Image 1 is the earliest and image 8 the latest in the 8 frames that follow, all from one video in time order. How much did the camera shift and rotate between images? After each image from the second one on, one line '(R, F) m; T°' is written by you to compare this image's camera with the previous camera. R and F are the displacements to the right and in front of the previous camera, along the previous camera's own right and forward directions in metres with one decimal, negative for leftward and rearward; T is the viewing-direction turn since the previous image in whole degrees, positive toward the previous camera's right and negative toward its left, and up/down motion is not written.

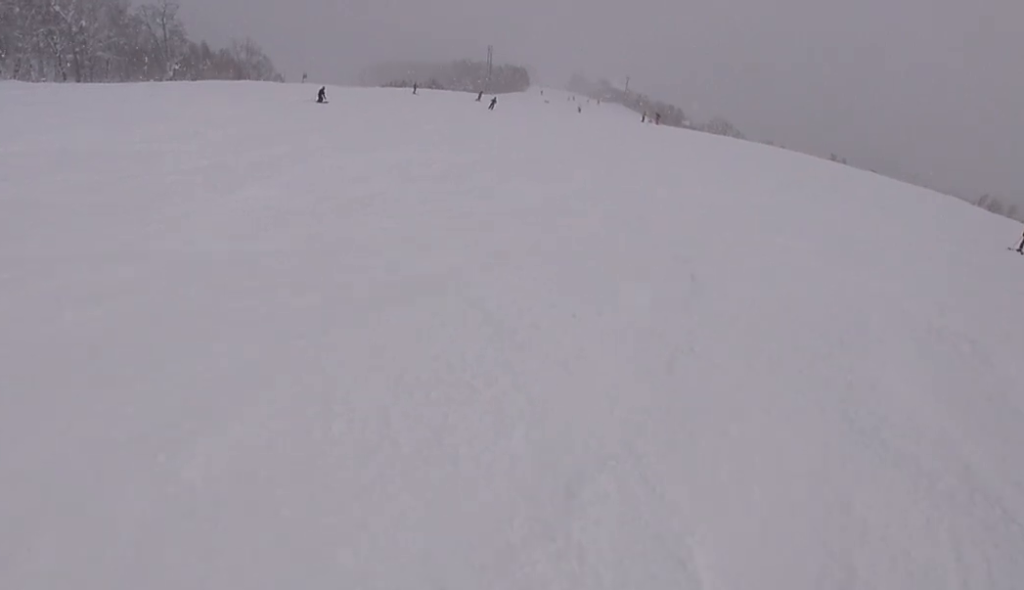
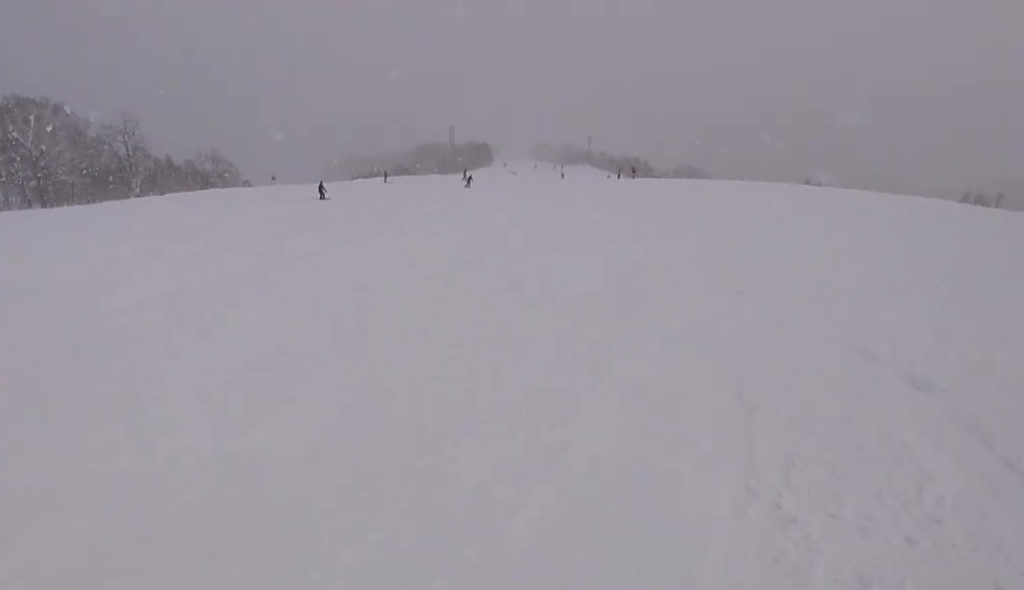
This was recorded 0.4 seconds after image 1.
(-0.1, +3.6) m; +2°
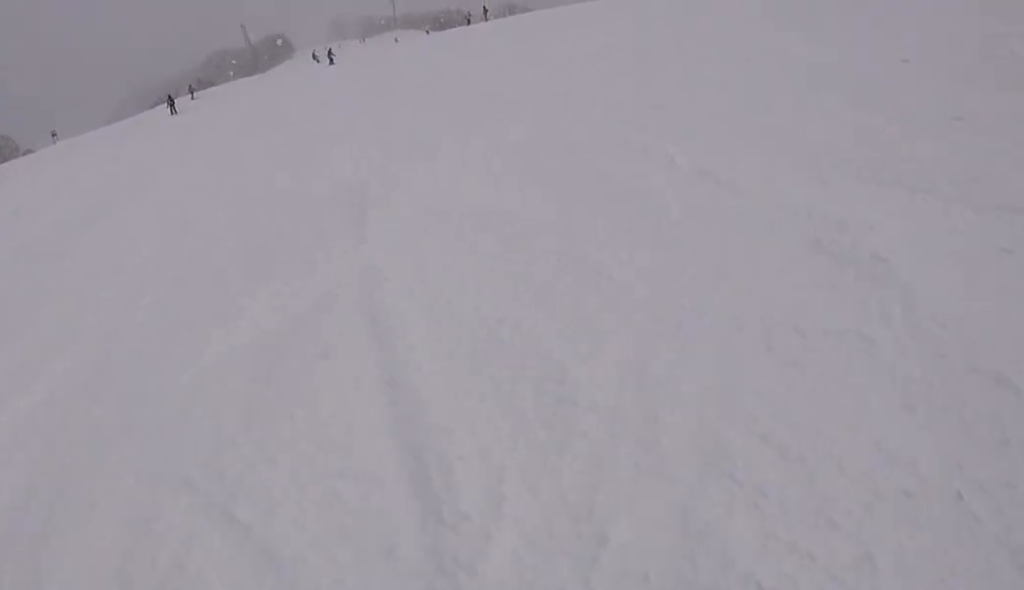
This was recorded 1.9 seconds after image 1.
(+2.8, +13.2) m; +27°
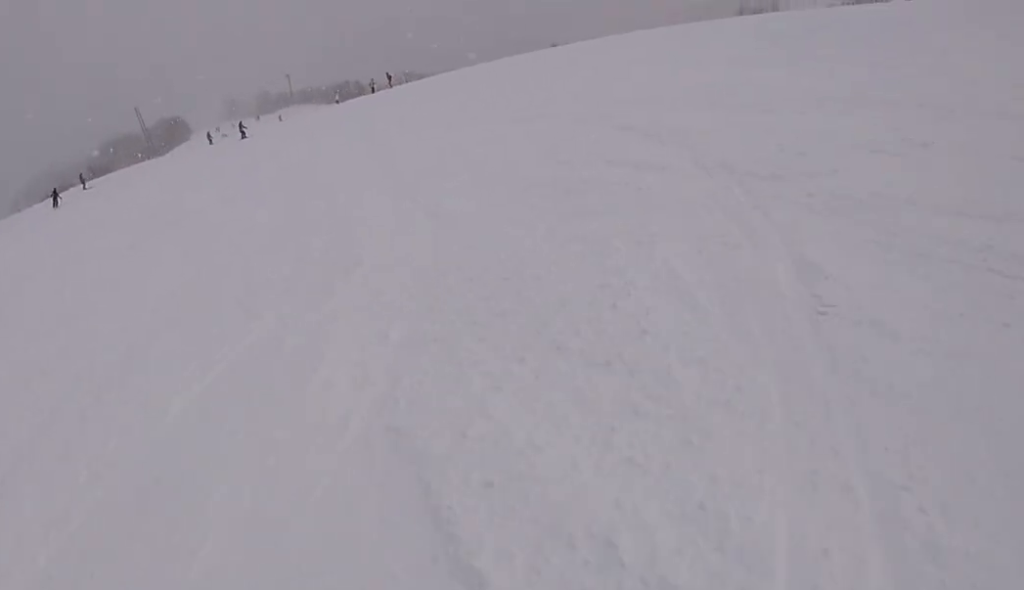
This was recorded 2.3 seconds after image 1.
(+0.5, +4.6) m; +9°
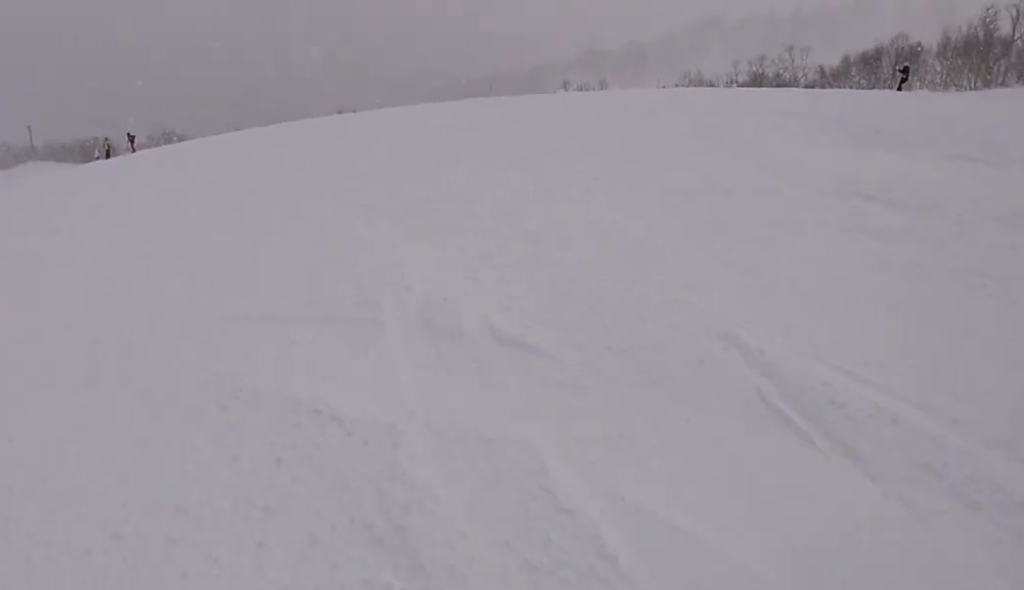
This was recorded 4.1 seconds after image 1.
(+2.5, +17.9) m; +5°
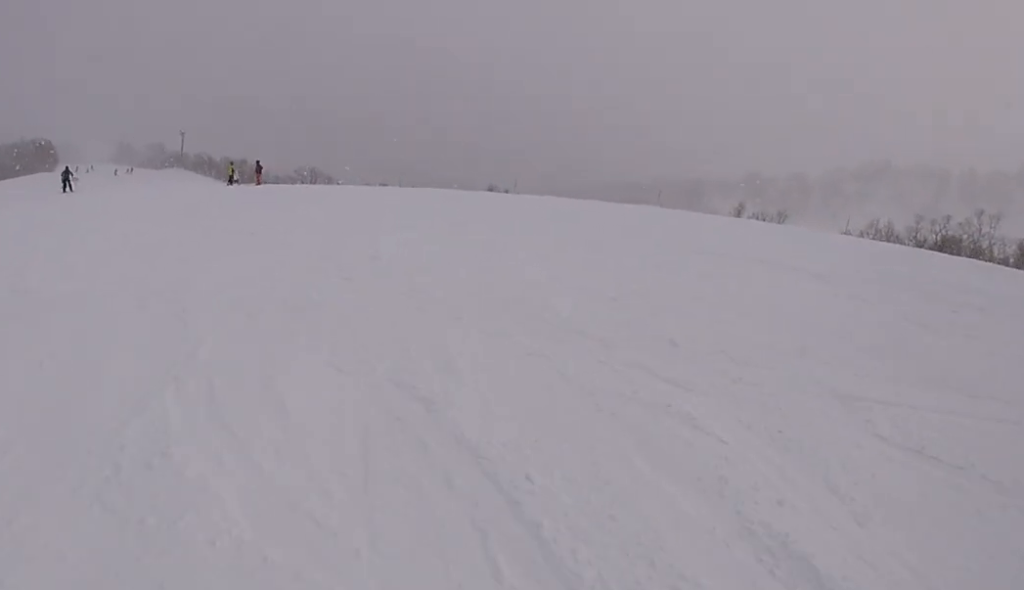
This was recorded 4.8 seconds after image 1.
(-0.2, +6.8) m; -8°
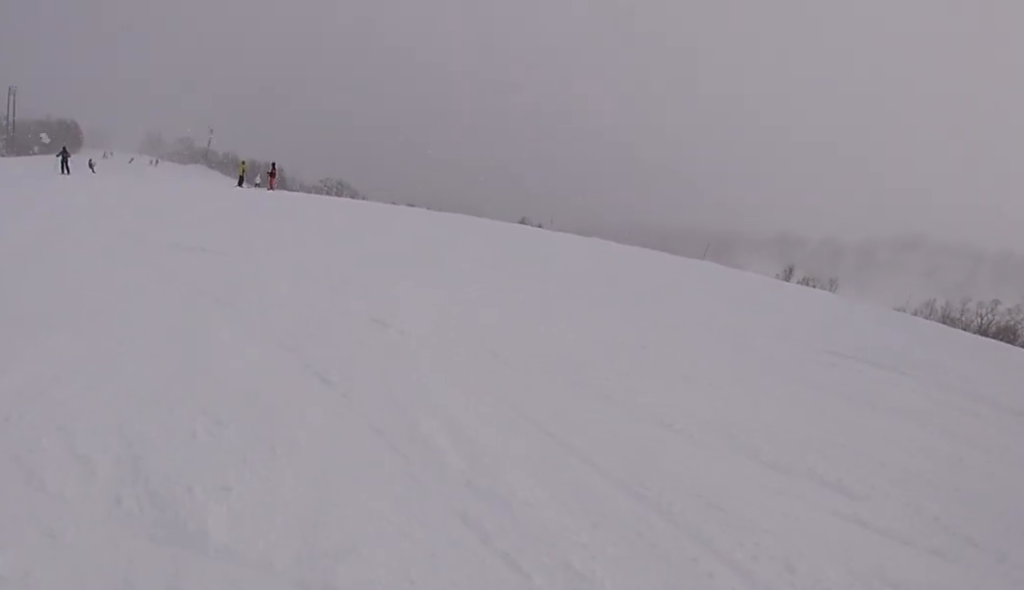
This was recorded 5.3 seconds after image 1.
(0.0, +5.0) m; -9°
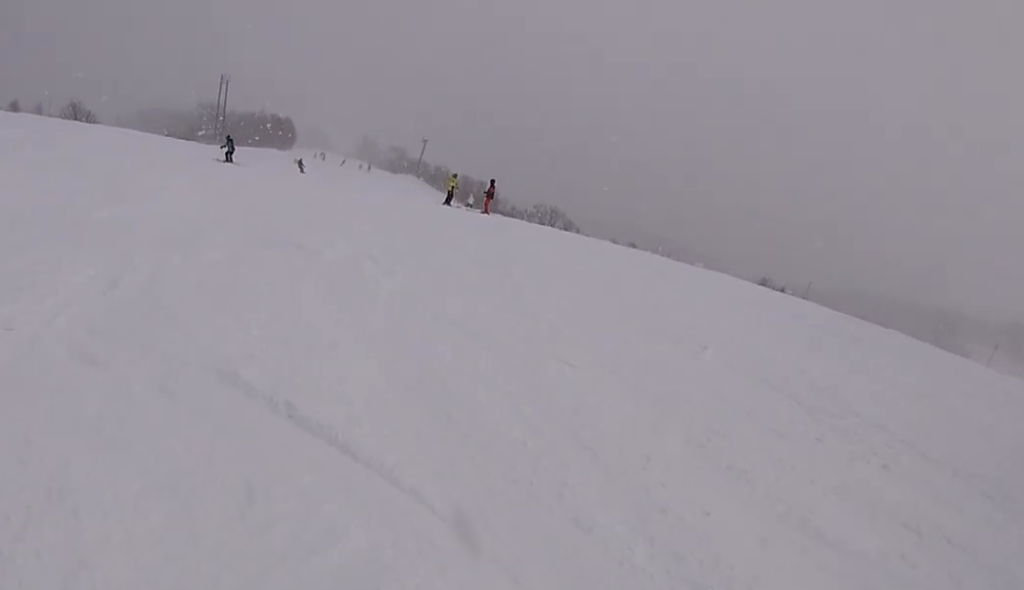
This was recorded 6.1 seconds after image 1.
(-1.4, +7.8) m; -19°
